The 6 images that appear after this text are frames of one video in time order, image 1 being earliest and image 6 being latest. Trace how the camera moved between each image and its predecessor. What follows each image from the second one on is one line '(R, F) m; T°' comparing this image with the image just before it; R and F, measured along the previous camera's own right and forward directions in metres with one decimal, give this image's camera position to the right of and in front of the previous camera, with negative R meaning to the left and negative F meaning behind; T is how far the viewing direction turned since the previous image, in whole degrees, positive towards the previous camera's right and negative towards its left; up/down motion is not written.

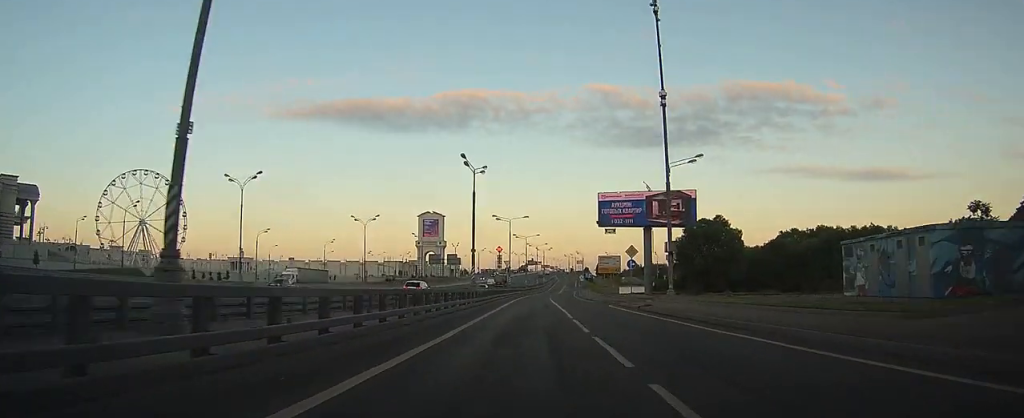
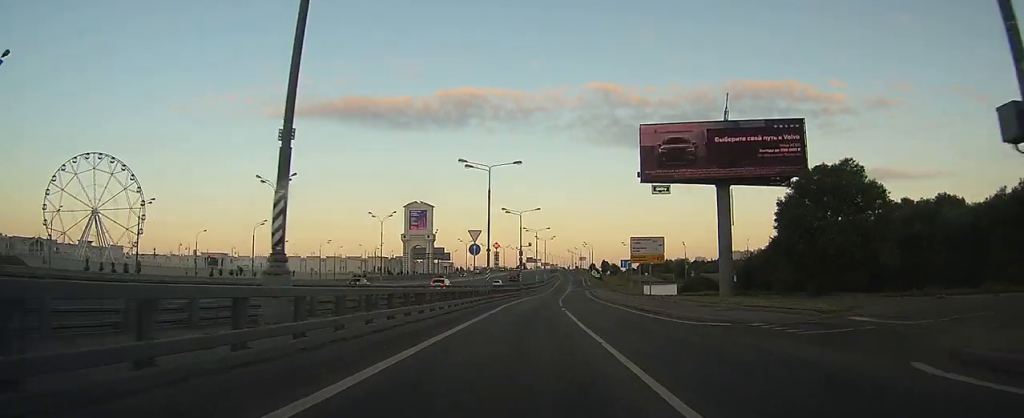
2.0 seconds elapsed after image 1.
(+0.1, +37.5) m; +1°
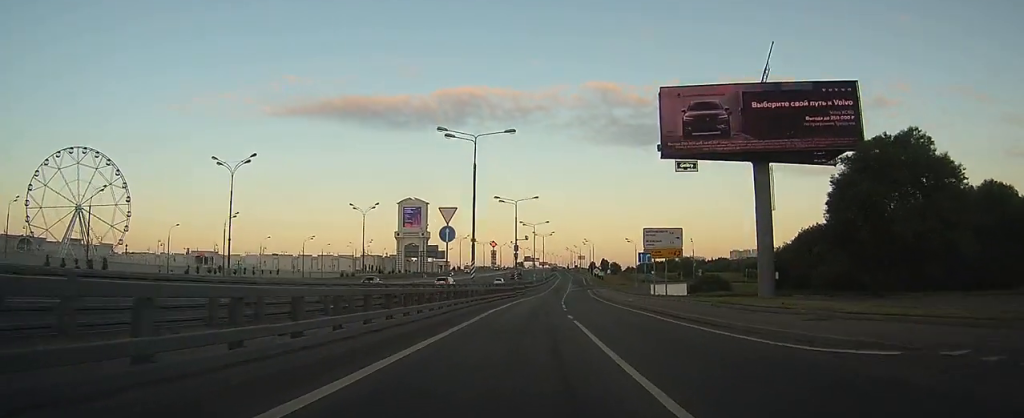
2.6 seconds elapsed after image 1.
(0.0, +10.0) m; 0°
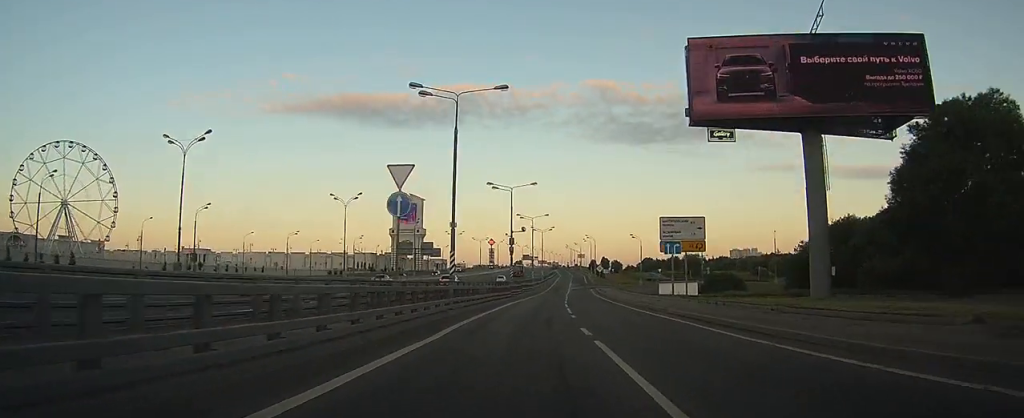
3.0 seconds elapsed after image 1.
(-0.1, +8.8) m; +1°
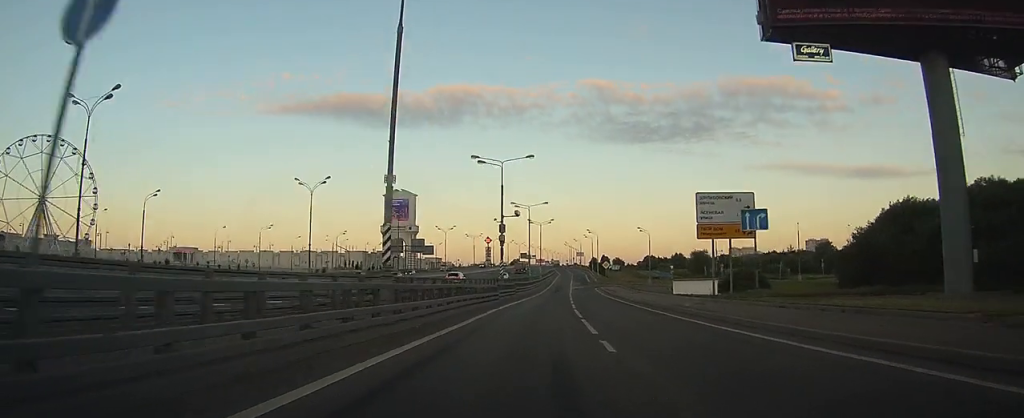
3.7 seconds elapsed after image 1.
(0.0, +12.5) m; +1°
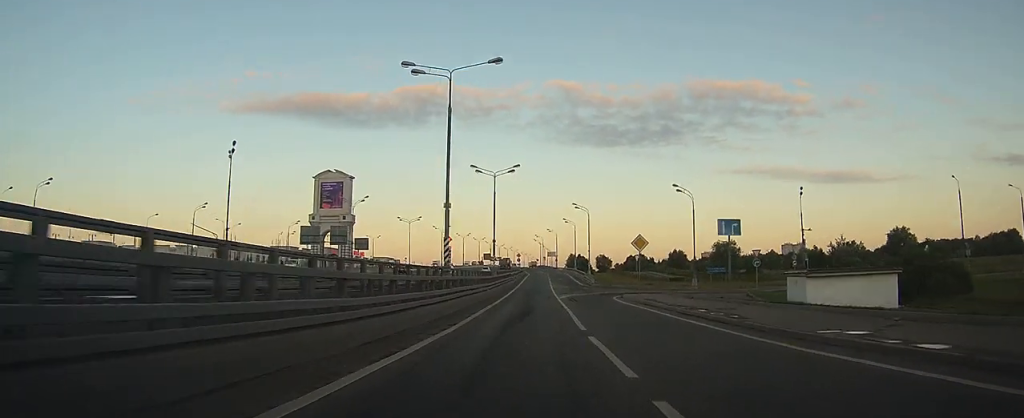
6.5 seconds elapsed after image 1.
(+3.4, +52.4) m; +3°
